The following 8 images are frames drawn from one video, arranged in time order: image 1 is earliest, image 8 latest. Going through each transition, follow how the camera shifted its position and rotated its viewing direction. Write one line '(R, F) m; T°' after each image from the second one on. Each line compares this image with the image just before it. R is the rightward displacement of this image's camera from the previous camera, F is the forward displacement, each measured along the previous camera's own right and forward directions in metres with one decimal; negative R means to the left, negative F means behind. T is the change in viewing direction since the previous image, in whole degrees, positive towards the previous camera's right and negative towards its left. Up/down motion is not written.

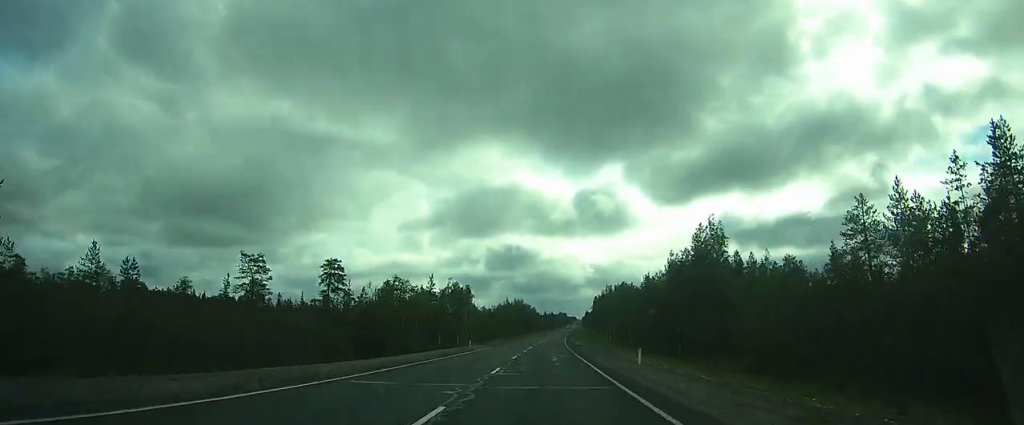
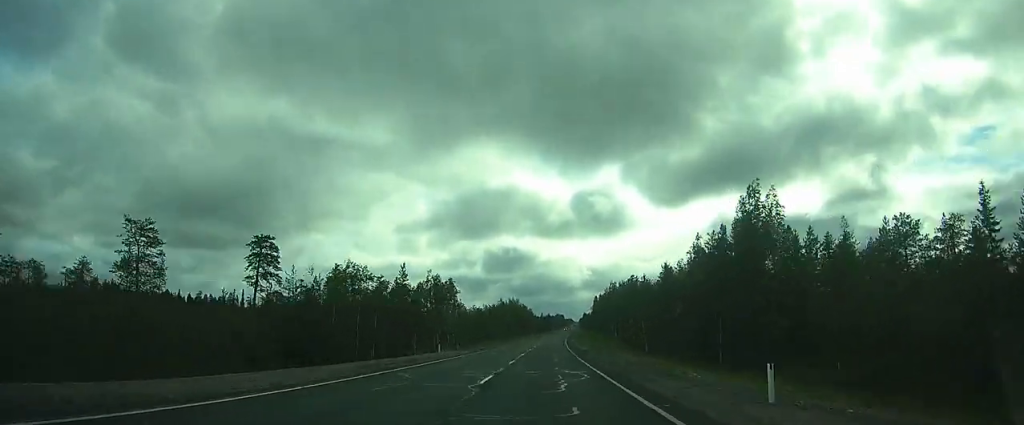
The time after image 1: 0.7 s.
(0.0, +15.6) m; -1°
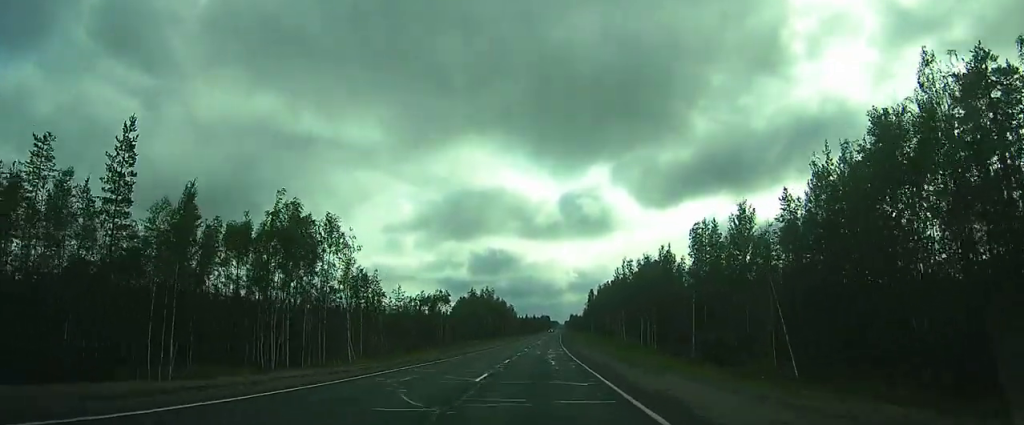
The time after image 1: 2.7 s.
(+0.1, +48.3) m; +3°
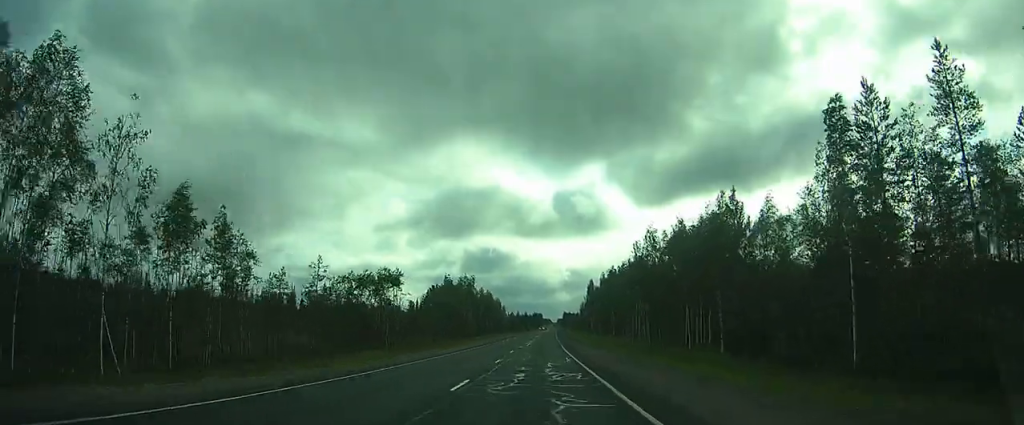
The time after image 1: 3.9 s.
(+0.8, +29.1) m; +2°
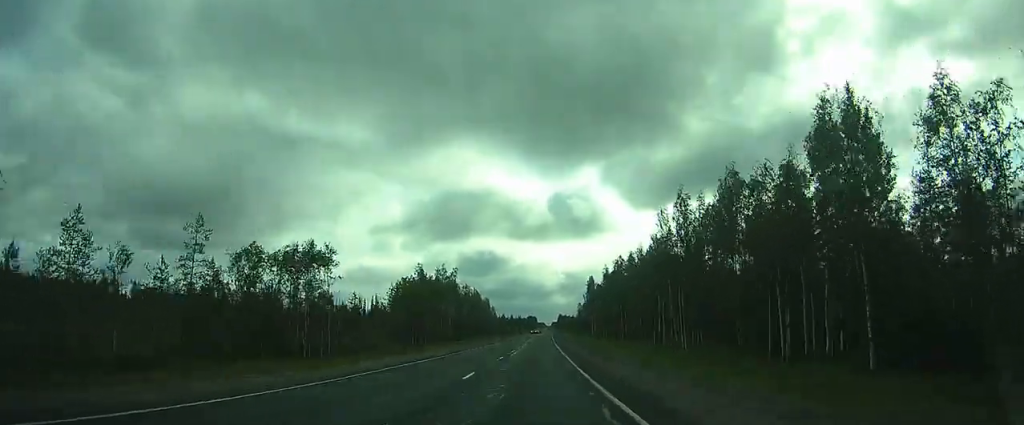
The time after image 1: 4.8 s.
(0.0, +20.9) m; -1°
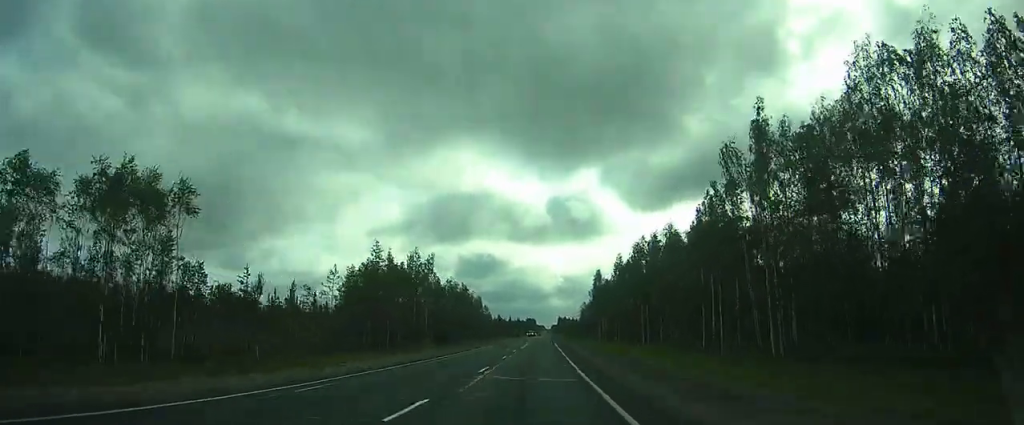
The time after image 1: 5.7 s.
(-0.2, +21.3) m; -1°
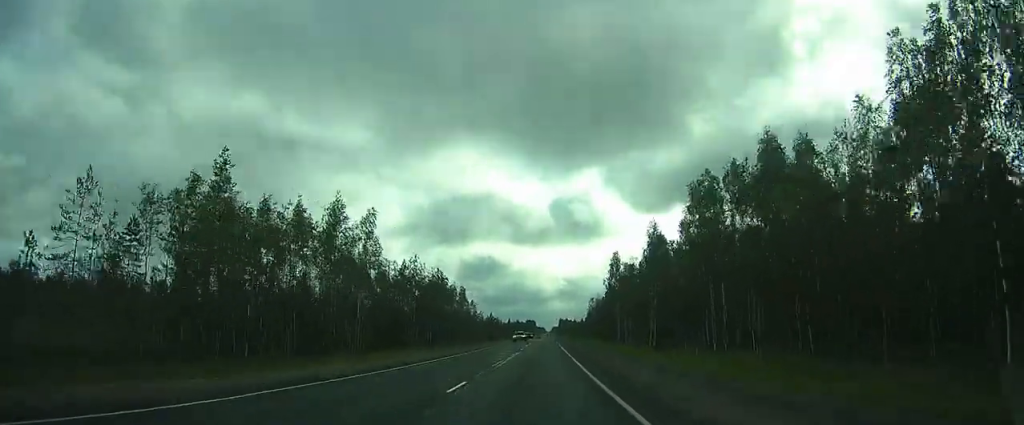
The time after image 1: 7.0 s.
(-0.3, +31.2) m; 0°
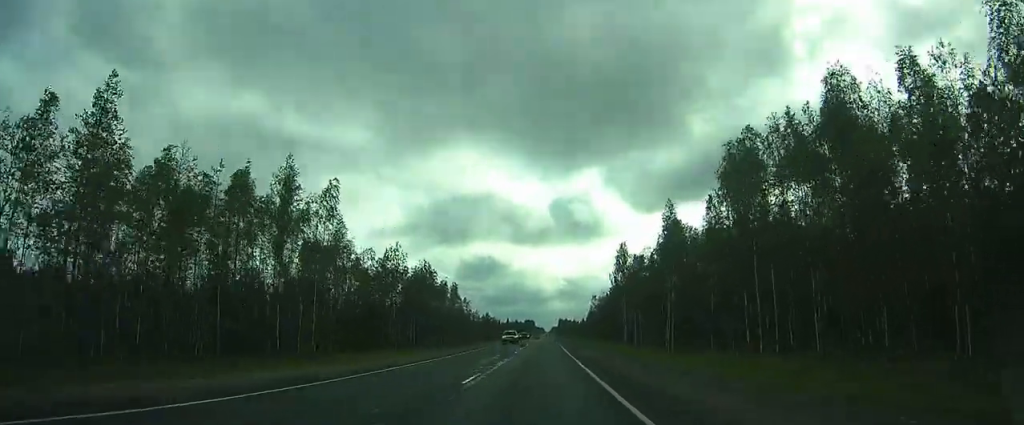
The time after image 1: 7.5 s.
(0.0, +9.6) m; 0°
